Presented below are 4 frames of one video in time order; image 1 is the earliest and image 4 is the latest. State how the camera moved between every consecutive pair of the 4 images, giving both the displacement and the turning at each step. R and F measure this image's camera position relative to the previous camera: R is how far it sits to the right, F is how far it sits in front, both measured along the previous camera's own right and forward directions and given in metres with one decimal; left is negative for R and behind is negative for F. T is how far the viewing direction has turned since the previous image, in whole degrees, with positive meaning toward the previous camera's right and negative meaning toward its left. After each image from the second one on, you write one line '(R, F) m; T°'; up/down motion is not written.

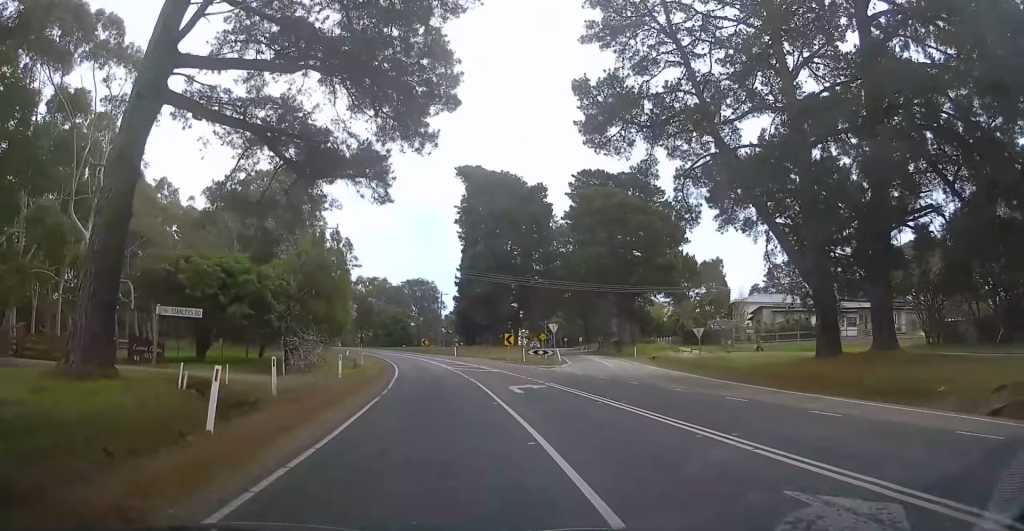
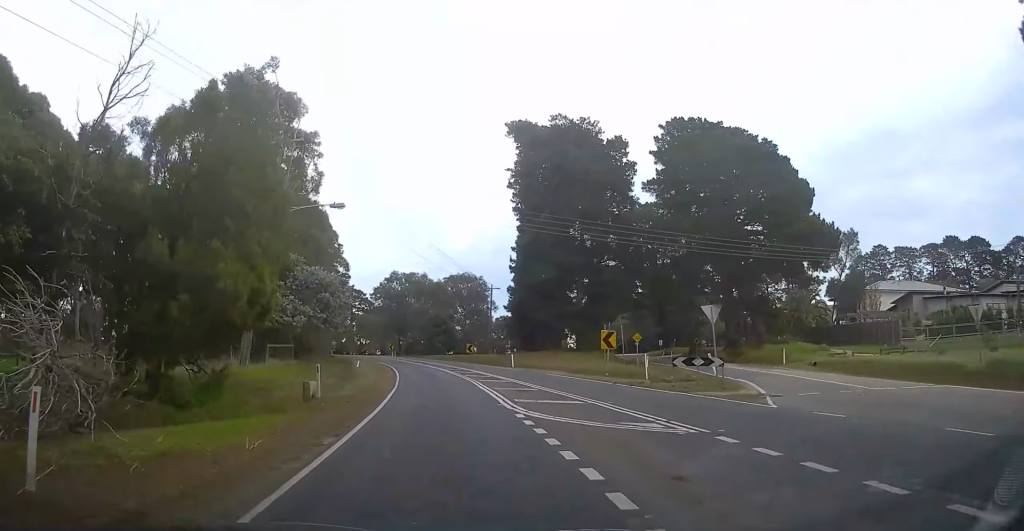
(-0.7, +23.0) m; -4°
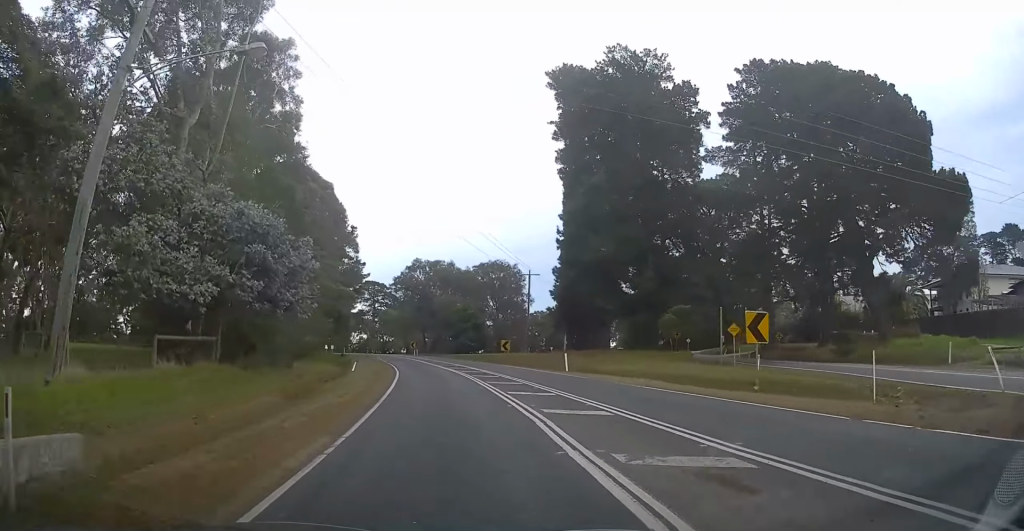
(-0.4, +14.8) m; -2°
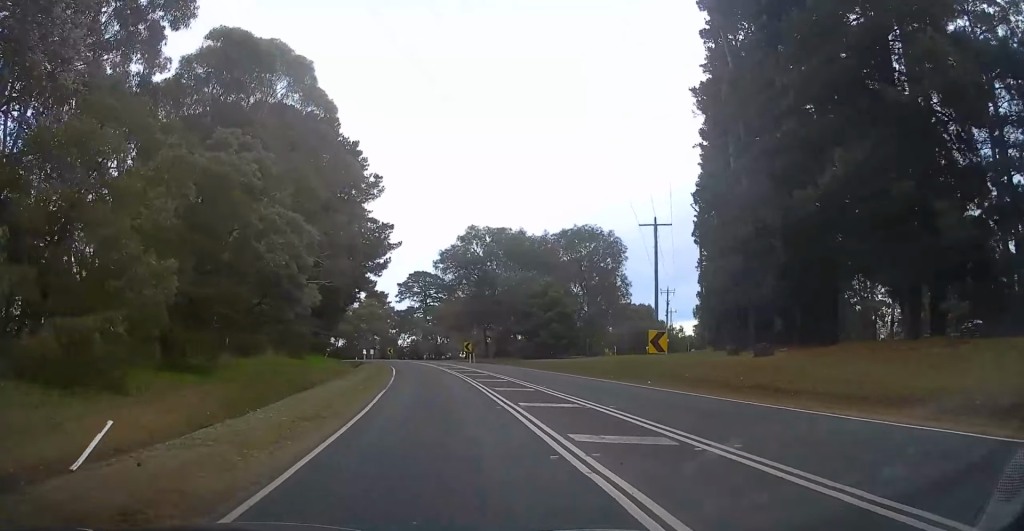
(-1.4, +33.0) m; -7°
